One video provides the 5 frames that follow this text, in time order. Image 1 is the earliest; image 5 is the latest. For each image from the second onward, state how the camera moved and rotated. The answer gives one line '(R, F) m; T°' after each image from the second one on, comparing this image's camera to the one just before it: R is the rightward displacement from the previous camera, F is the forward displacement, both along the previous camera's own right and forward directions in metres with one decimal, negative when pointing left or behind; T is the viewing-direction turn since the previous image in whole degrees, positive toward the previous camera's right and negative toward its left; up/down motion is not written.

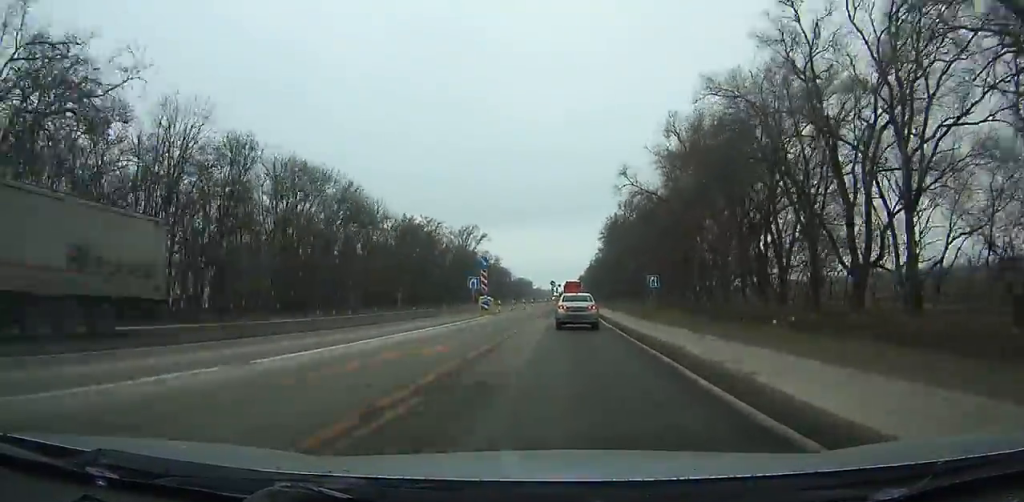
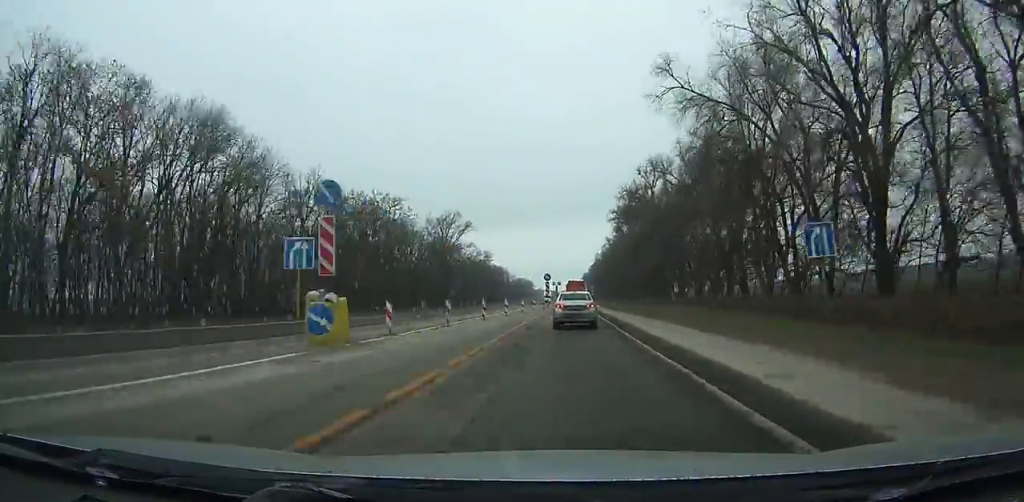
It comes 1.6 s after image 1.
(0.0, +30.8) m; 0°
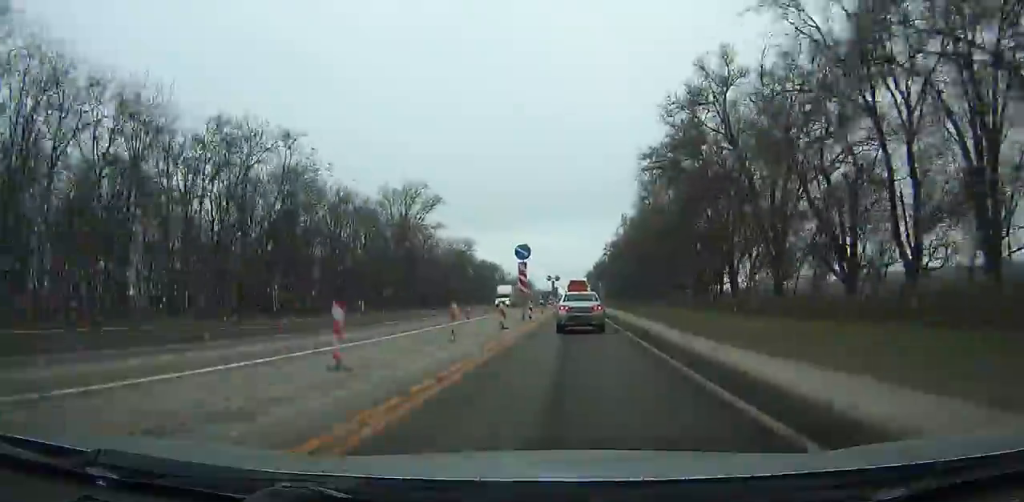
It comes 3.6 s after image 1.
(0.0, +37.2) m; 0°
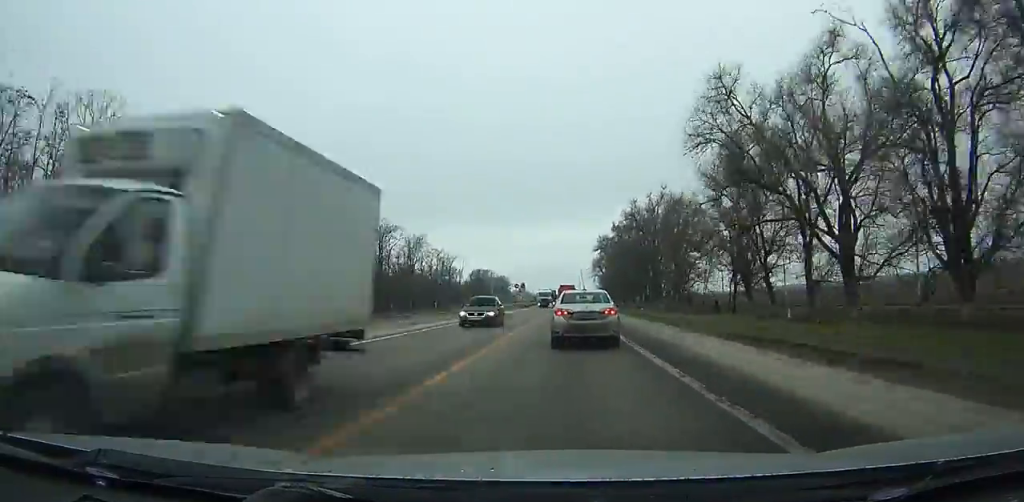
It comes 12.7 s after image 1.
(+0.8, +165.5) m; 0°
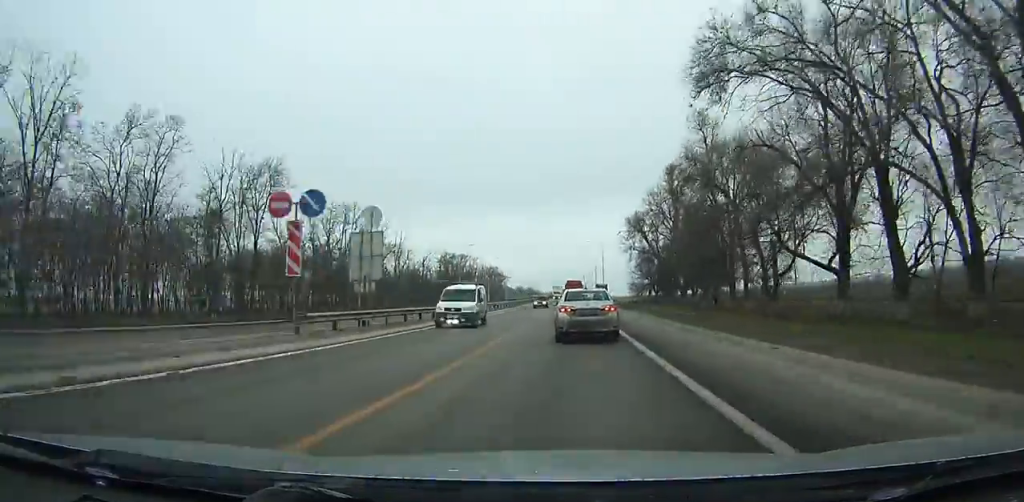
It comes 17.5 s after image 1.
(-0.5, +91.8) m; -1°
